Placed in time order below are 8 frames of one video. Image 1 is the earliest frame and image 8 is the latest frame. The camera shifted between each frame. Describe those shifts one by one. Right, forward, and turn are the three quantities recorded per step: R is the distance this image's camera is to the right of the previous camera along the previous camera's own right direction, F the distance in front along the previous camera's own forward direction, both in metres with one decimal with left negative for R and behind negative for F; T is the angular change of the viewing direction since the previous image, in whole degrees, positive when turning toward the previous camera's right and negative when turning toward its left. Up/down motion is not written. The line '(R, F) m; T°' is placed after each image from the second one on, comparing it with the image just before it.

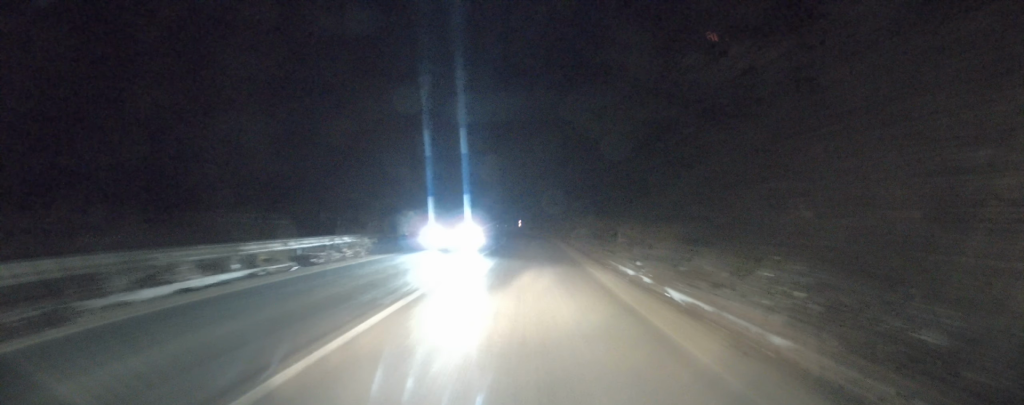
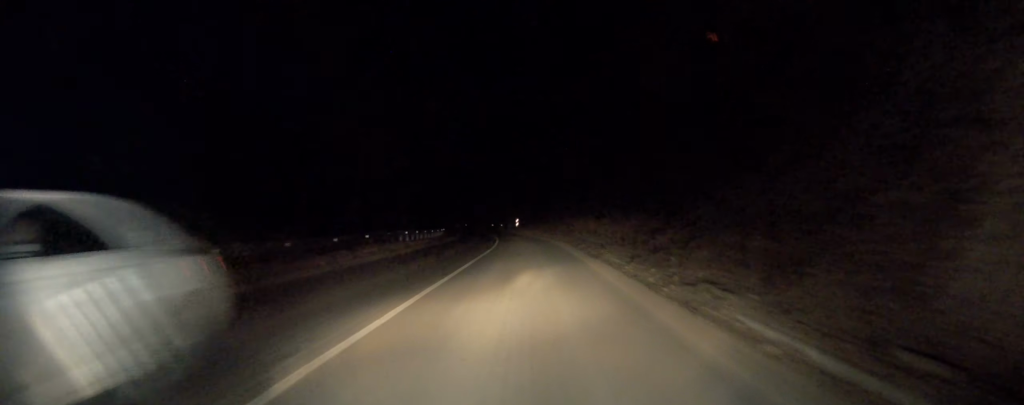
(+0.2, +12.4) m; +1°
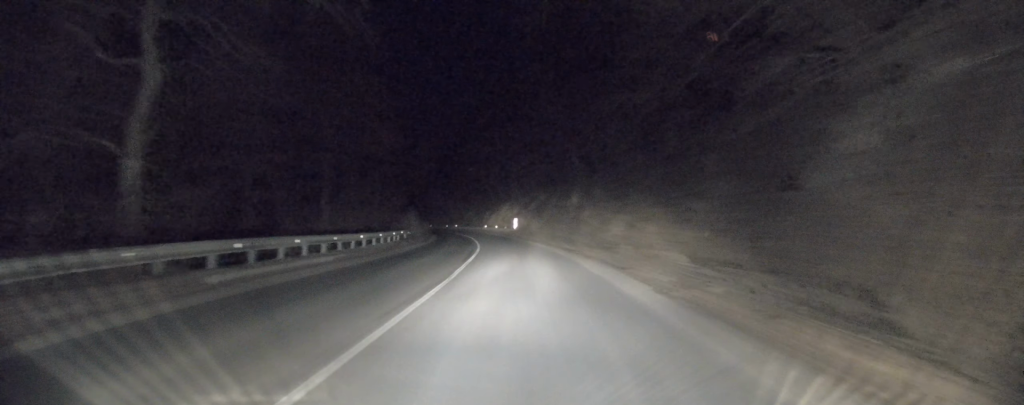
(+0.1, +20.1) m; 0°
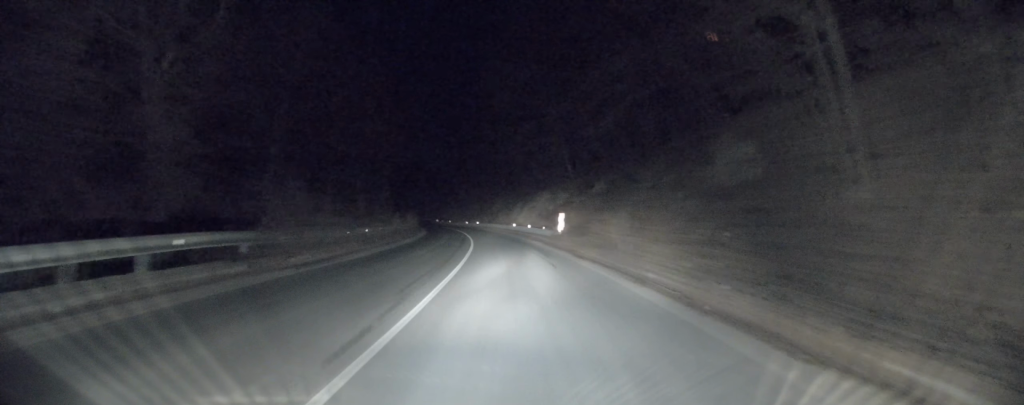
(-0.3, +28.3) m; -1°
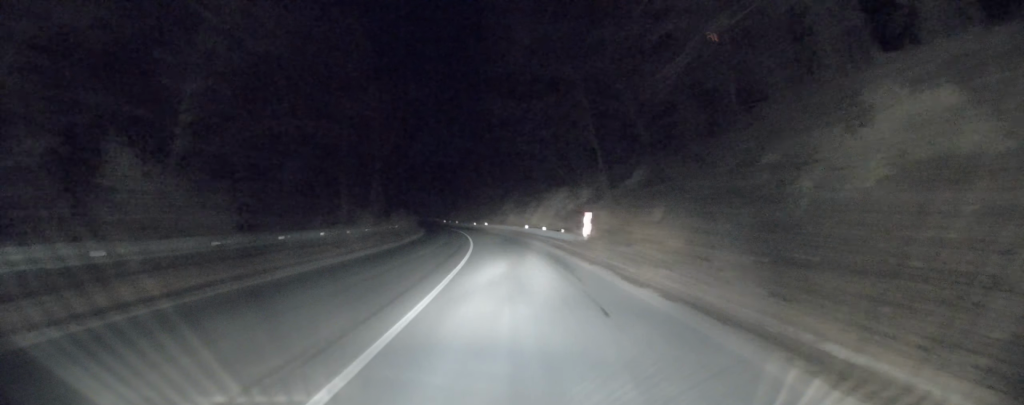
(0.0, +8.1) m; -1°
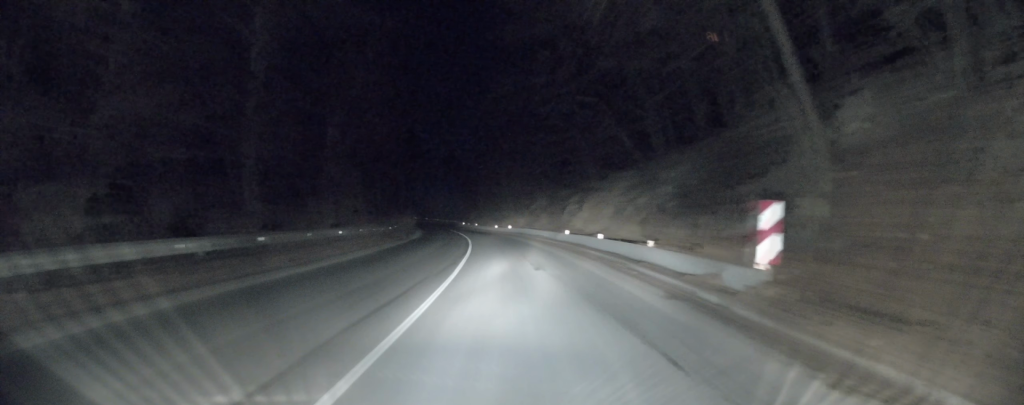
(-0.3, +18.0) m; -3°
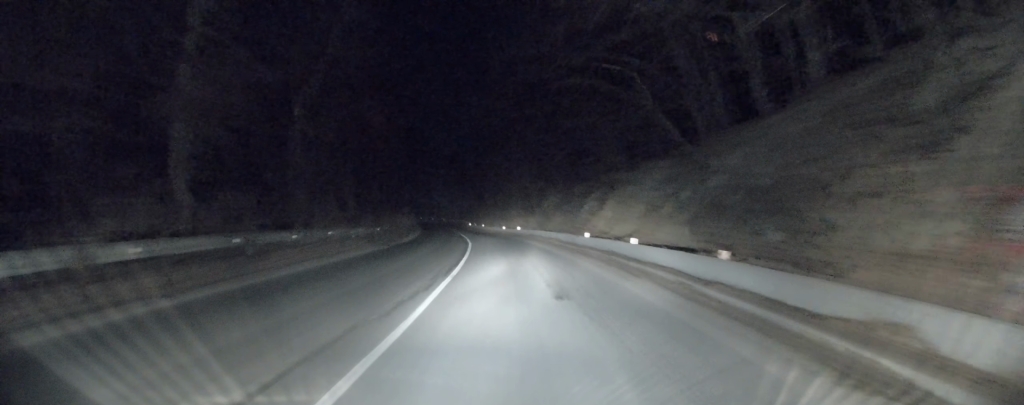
(0.0, +5.7) m; -1°
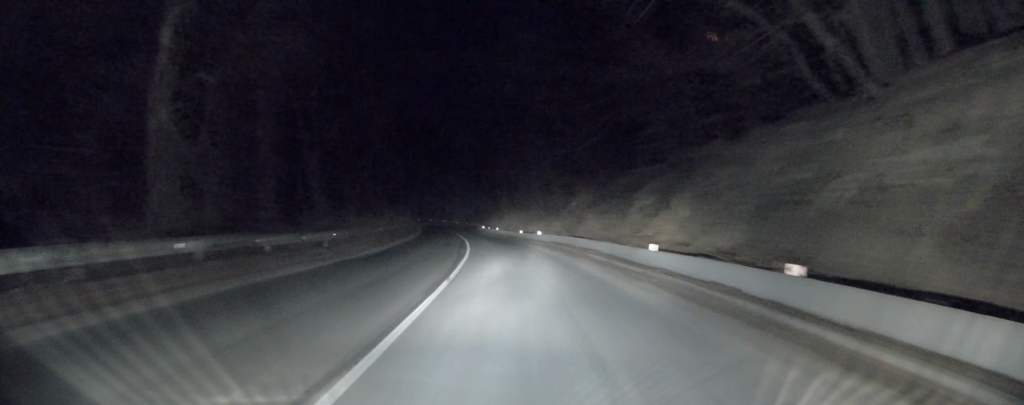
(-0.4, +10.8) m; -2°
